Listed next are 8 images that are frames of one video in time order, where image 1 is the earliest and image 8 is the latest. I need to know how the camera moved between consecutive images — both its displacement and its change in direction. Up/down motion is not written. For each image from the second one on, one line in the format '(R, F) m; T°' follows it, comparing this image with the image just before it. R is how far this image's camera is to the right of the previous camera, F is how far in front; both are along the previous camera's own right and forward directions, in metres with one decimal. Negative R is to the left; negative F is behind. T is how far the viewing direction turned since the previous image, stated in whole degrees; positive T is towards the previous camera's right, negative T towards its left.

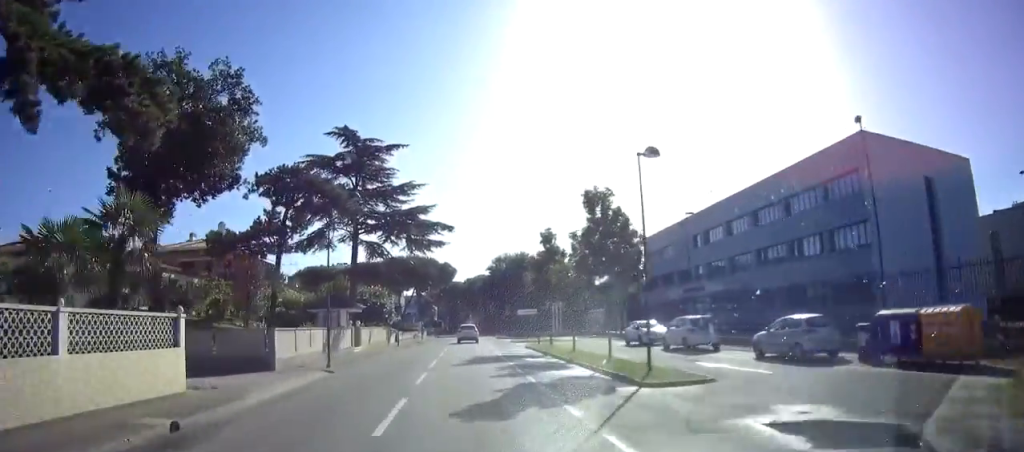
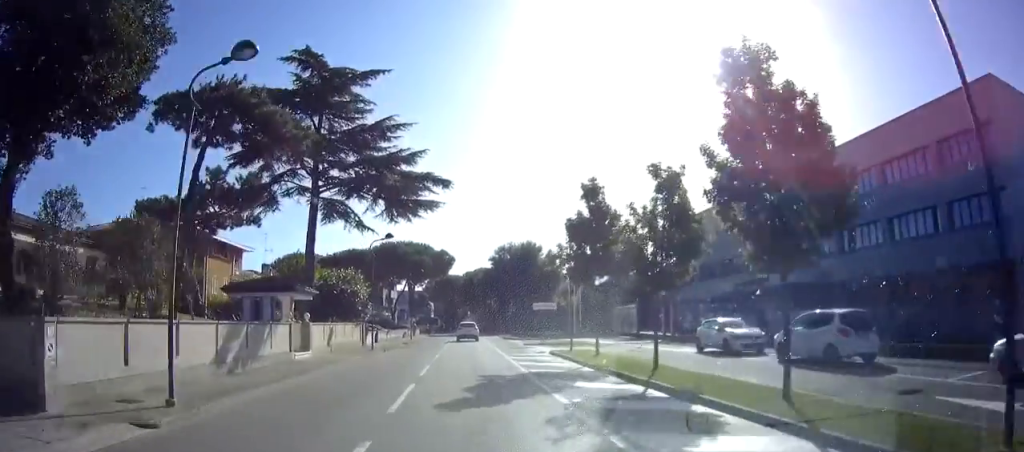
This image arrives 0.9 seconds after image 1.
(0.0, +10.4) m; +1°
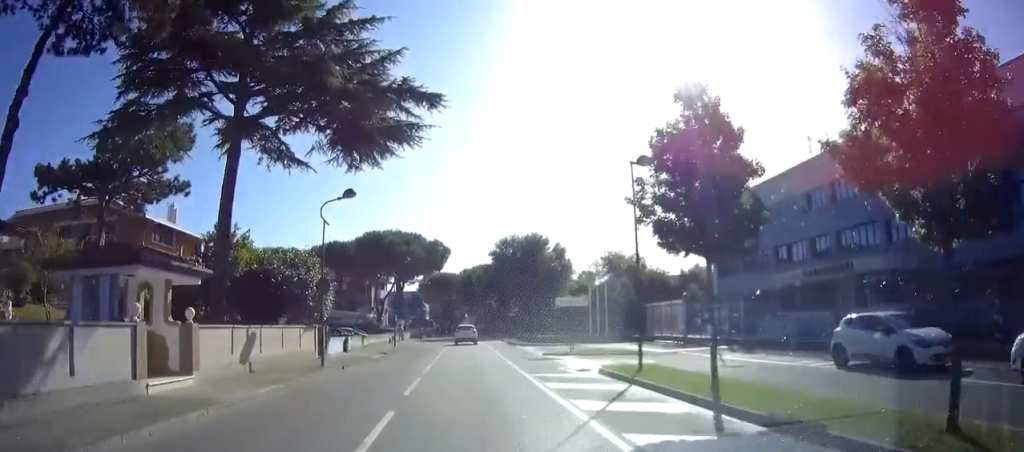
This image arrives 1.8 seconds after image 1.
(+0.1, +9.5) m; 0°
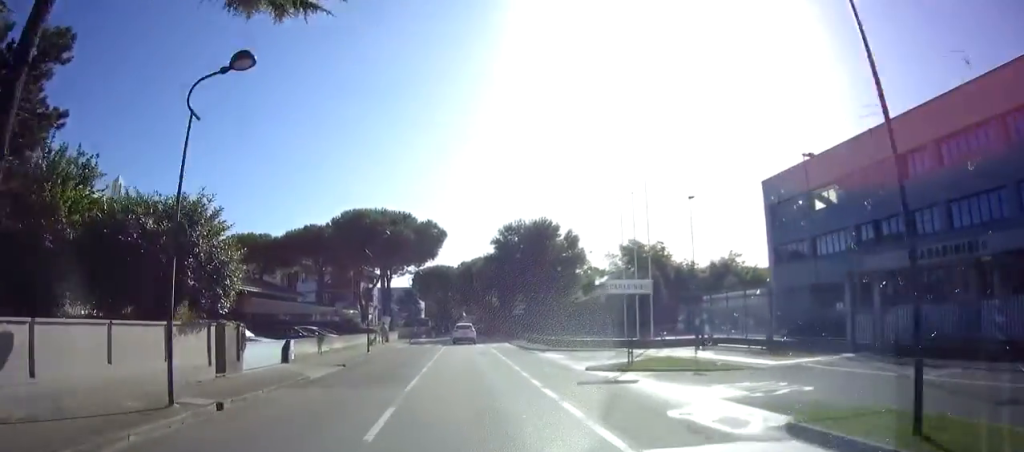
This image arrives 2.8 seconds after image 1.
(-0.1, +9.9) m; 0°
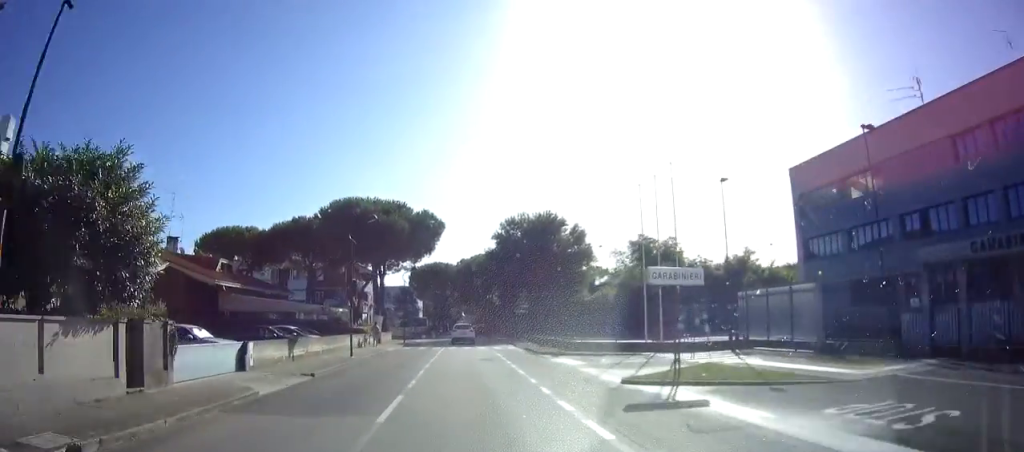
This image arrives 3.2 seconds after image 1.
(-0.2, +4.1) m; 0°
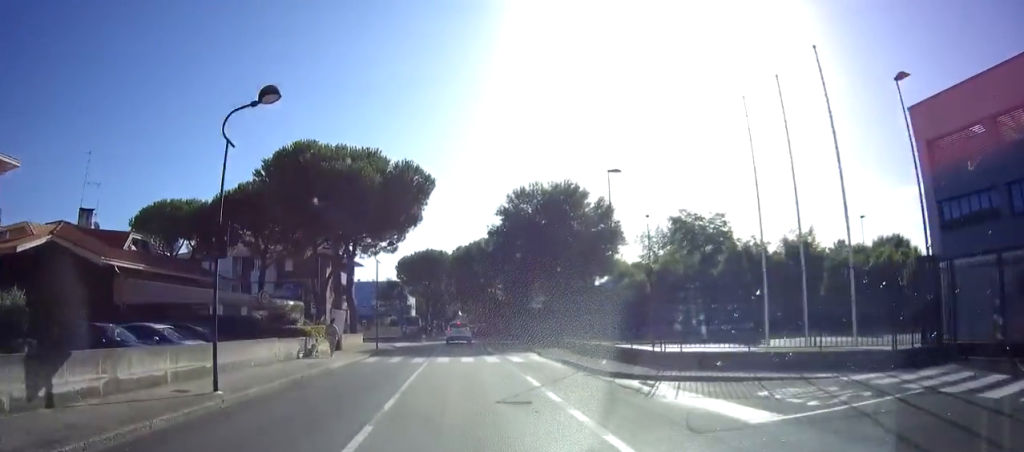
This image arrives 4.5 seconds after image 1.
(+0.8, +13.3) m; +7°
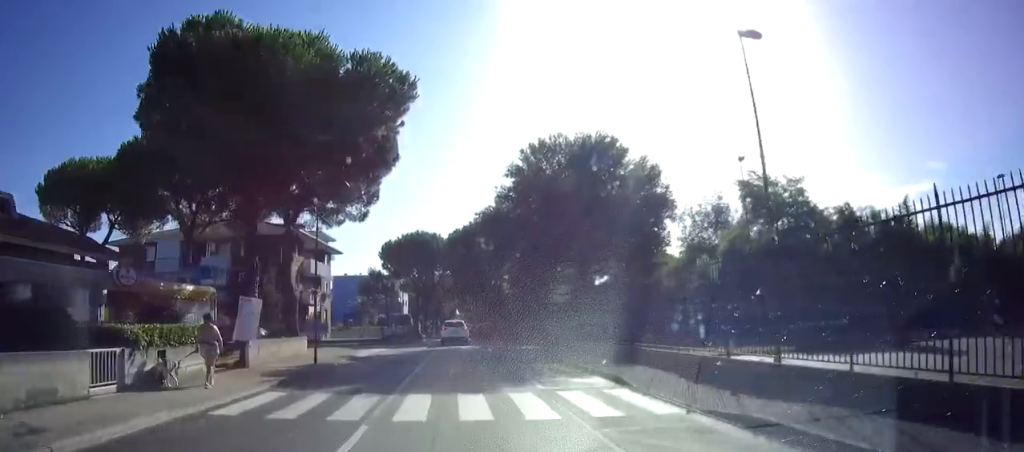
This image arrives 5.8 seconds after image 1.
(+0.9, +13.0) m; +4°
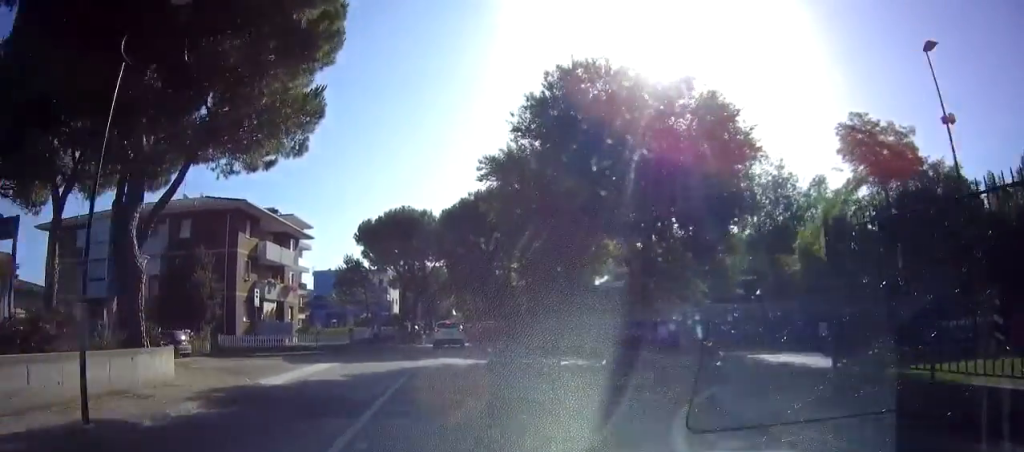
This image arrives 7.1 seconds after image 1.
(-0.5, +12.2) m; -6°
